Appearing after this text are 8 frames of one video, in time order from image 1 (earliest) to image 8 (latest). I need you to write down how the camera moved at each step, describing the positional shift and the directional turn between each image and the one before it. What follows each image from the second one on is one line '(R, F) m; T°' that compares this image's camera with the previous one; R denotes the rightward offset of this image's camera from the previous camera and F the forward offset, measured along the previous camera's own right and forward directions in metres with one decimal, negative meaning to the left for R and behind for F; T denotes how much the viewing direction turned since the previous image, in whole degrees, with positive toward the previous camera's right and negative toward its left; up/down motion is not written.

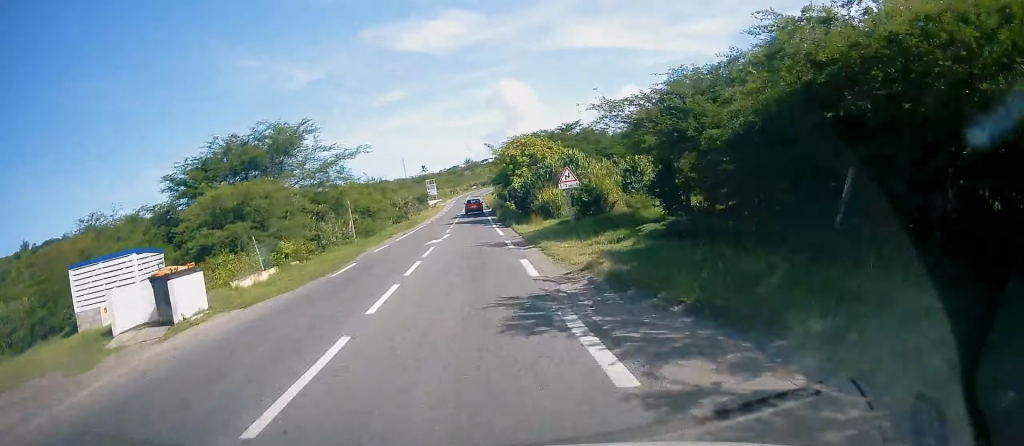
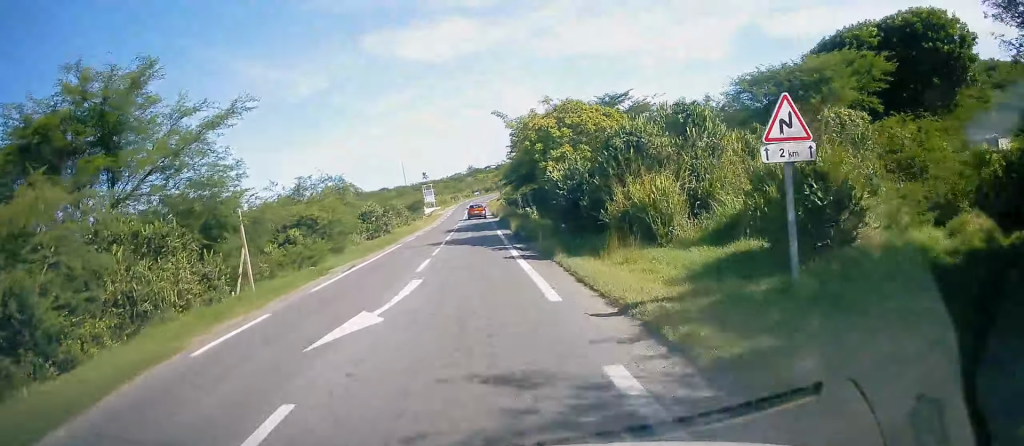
(+0.1, +15.6) m; 0°
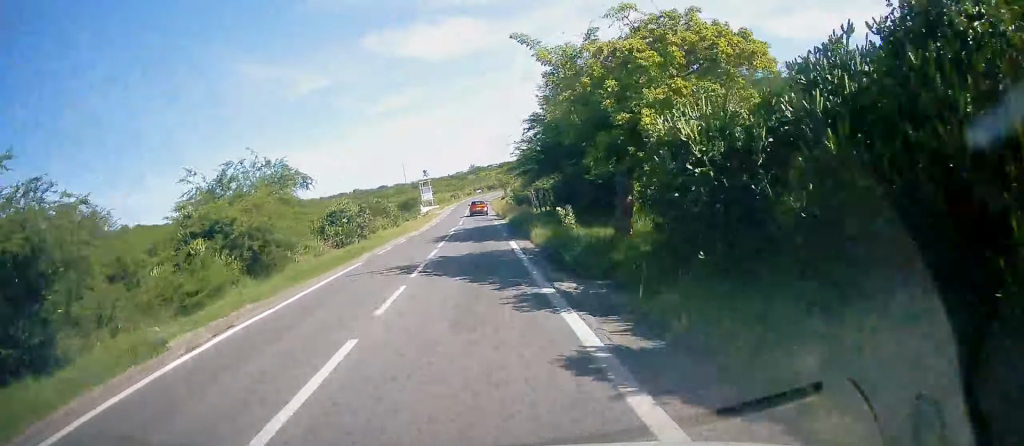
(-0.1, +10.8) m; -1°
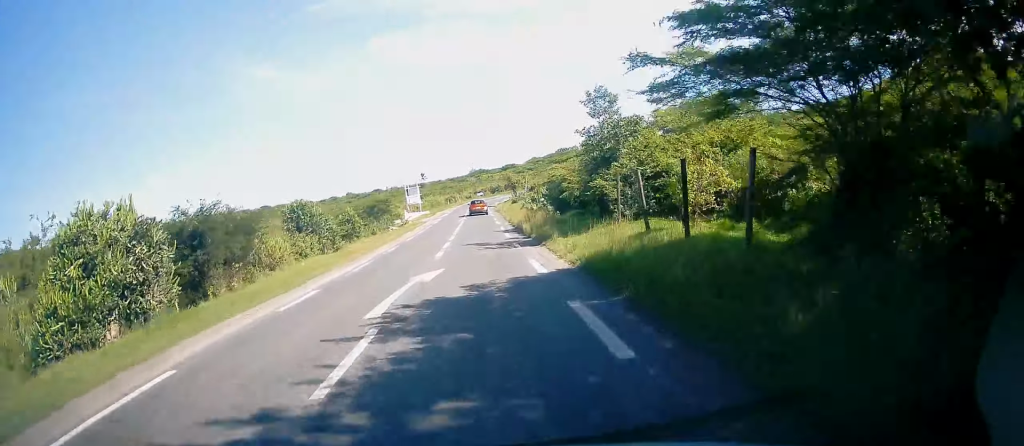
(-0.3, +25.7) m; +1°
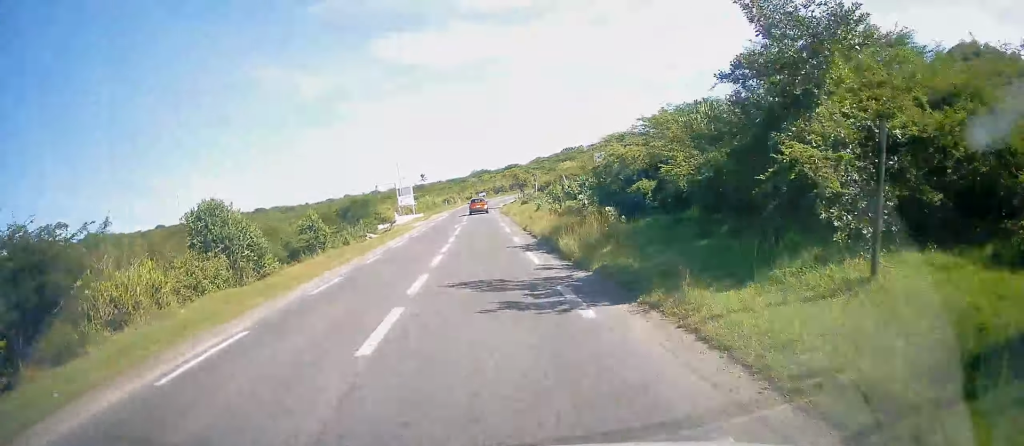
(+0.3, +11.6) m; 0°
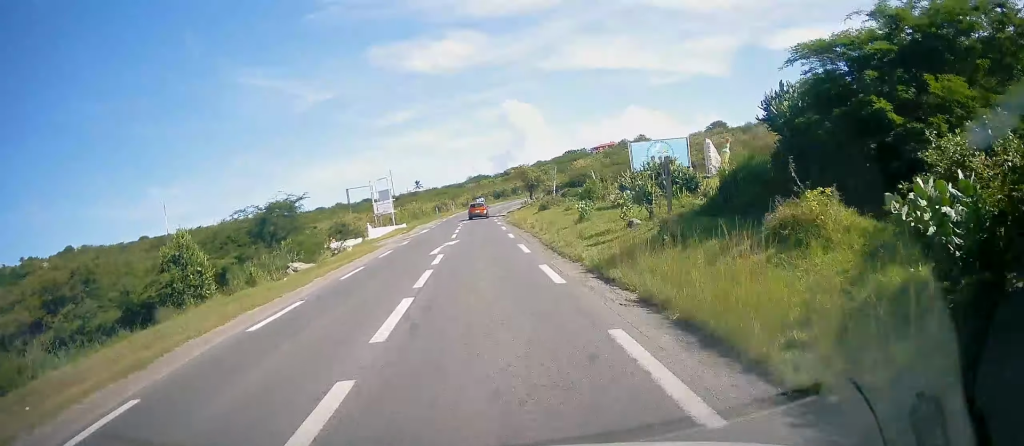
(-0.2, +17.2) m; +1°
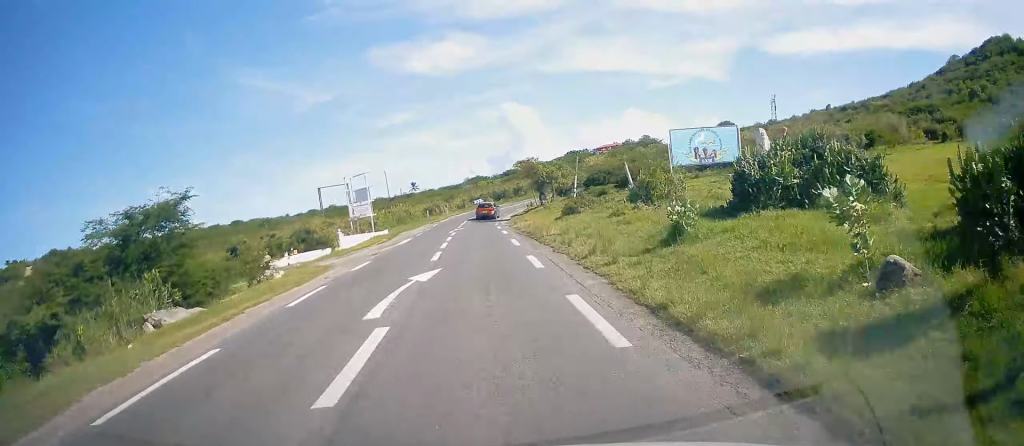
(+0.4, +11.2) m; +1°
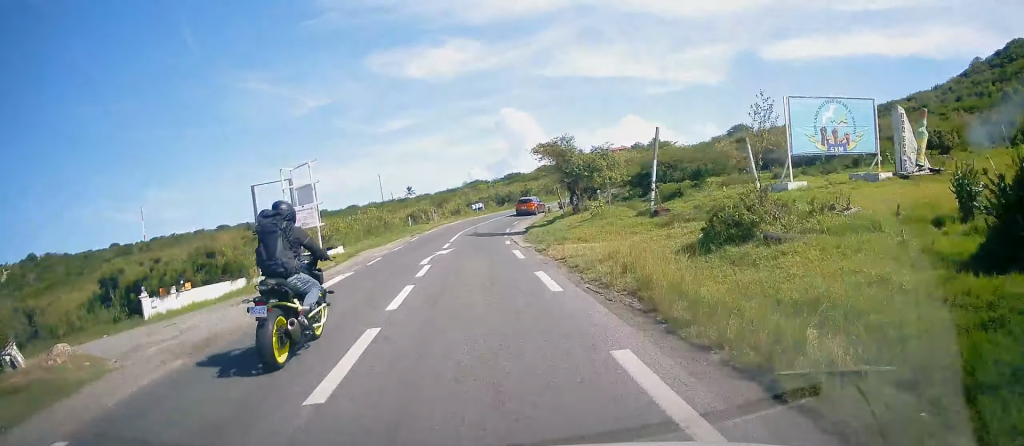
(-0.1, +16.7) m; 0°
